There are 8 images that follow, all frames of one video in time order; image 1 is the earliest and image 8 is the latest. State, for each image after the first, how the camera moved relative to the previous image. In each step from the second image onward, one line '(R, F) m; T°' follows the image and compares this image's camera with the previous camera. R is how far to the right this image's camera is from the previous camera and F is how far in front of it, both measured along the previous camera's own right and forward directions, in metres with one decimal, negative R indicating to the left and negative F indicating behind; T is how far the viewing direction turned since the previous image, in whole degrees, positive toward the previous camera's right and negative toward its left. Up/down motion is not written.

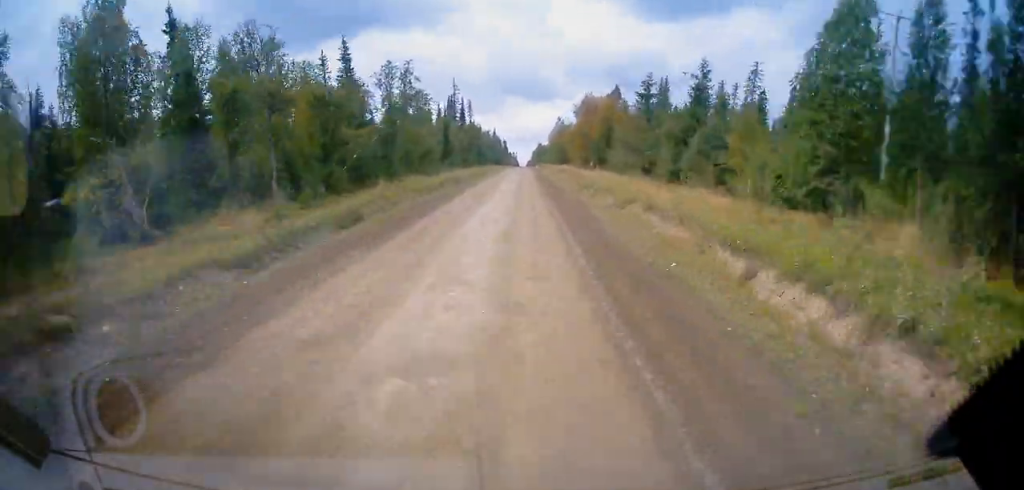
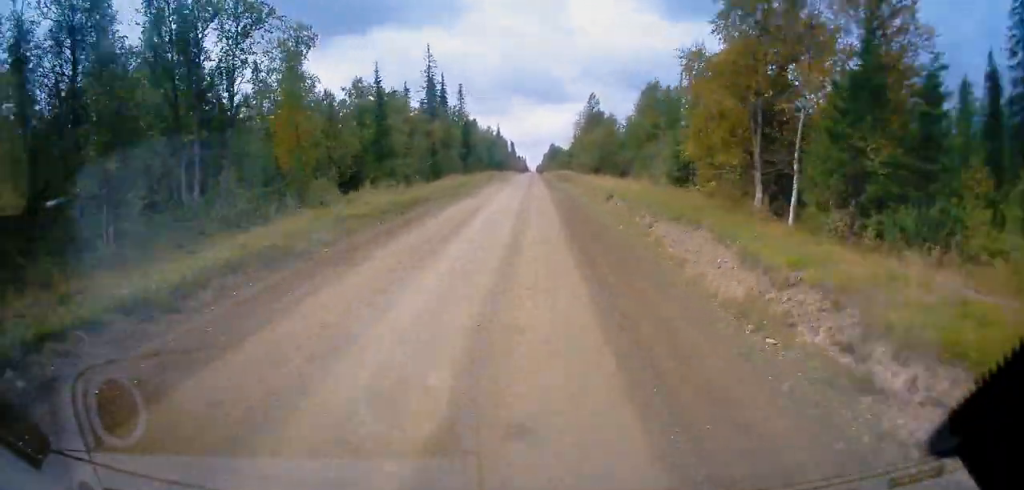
(+0.8, +44.7) m; -1°
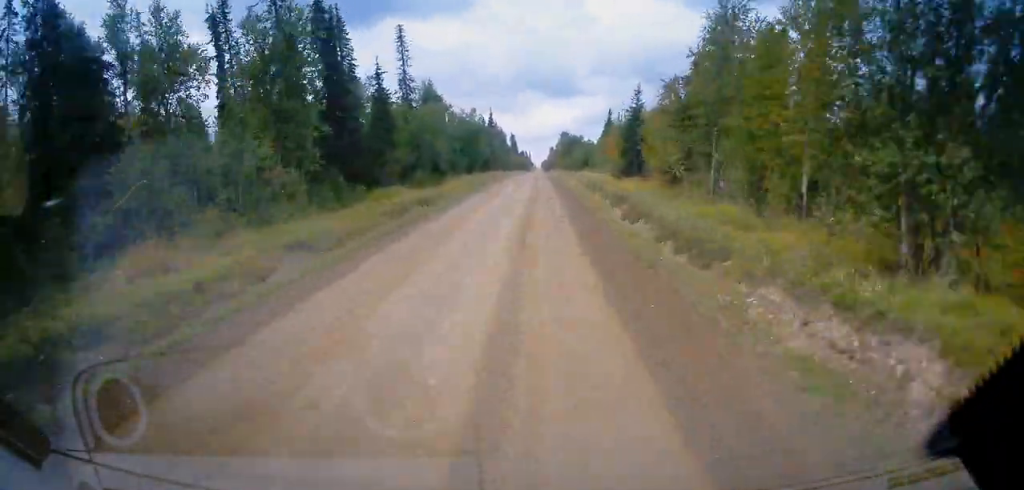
(-1.6, +56.3) m; -2°
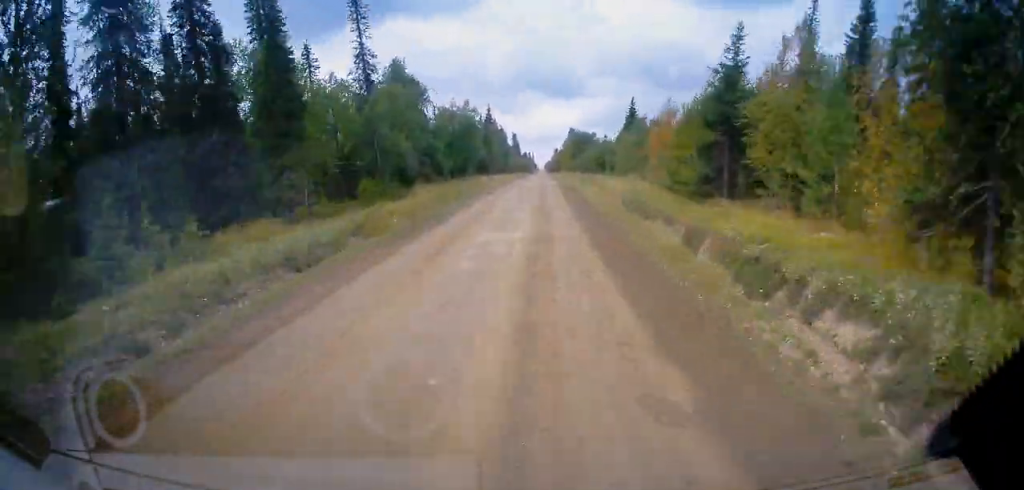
(0.0, +17.7) m; 0°
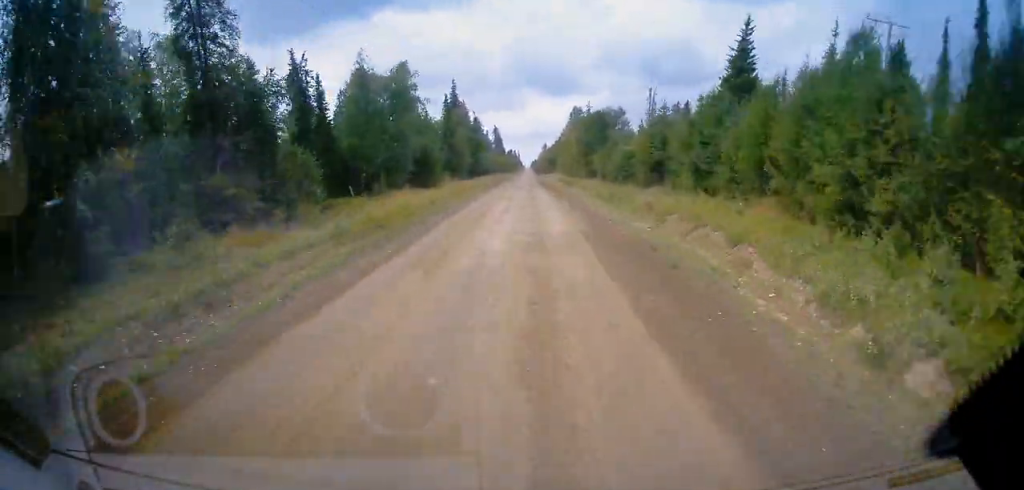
(+0.2, +40.0) m; 0°
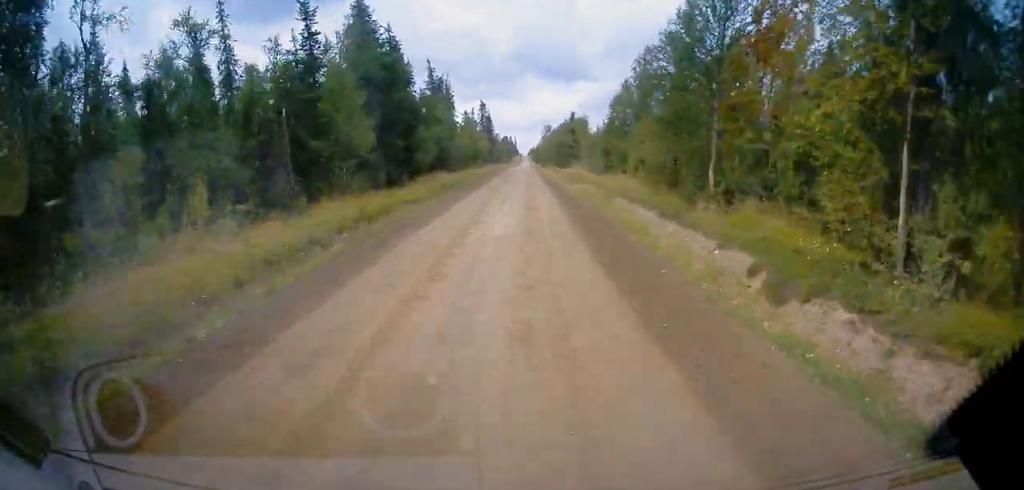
(+0.3, +59.5) m; +1°
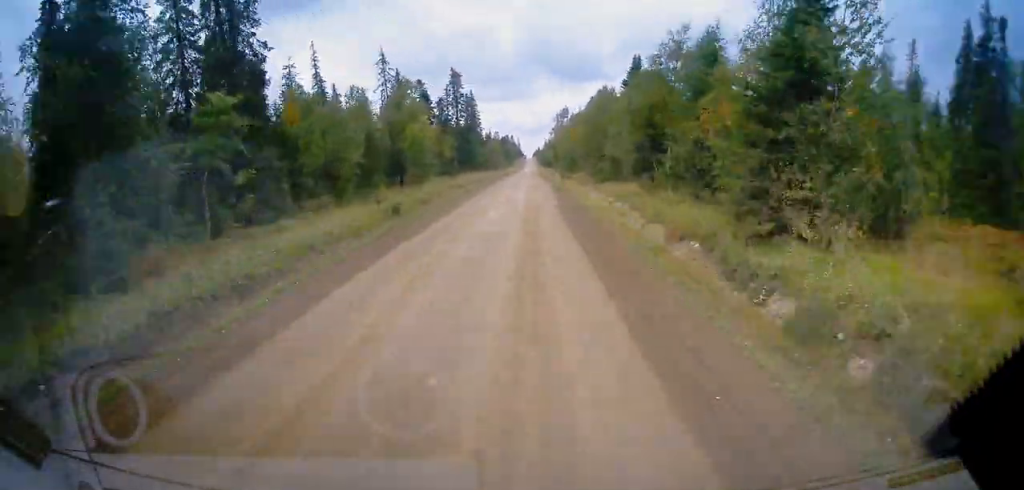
(+0.4, +69.2) m; 0°
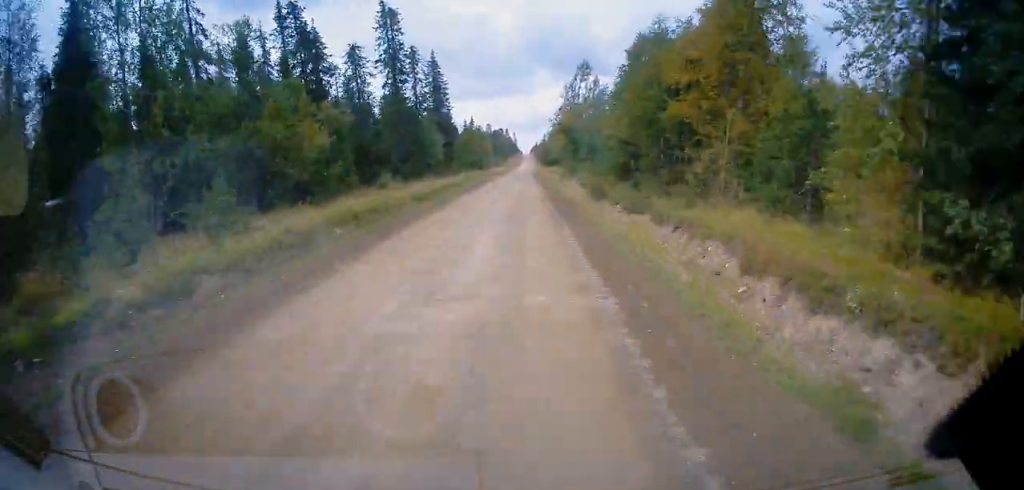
(+0.2, +44.9) m; 0°
